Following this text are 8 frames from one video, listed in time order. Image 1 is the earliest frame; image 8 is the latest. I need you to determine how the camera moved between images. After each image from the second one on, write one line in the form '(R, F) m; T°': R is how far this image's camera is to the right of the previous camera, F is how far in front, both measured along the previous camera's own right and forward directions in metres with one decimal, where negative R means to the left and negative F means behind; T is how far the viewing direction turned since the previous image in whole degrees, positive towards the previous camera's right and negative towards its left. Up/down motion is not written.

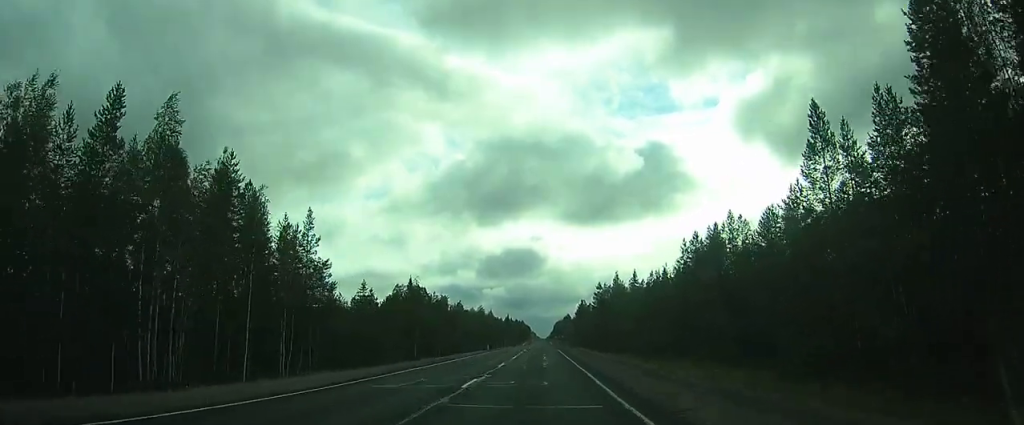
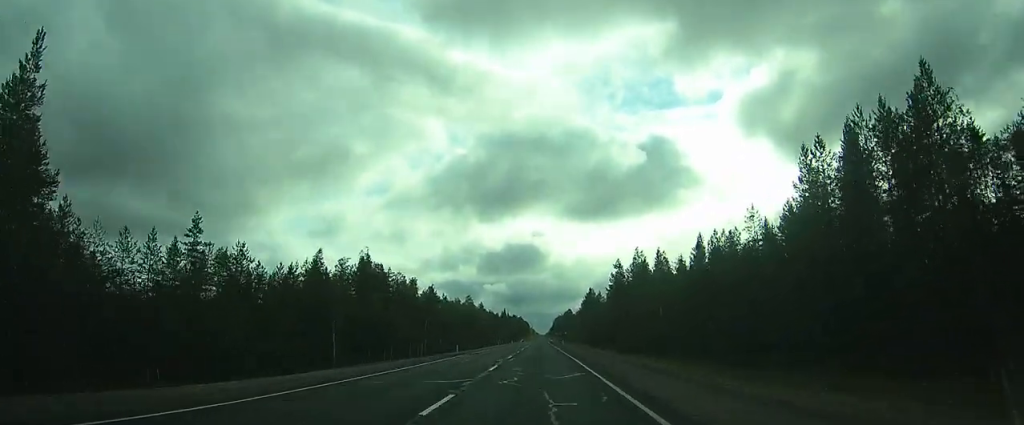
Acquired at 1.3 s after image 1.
(0.0, +28.5) m; 0°
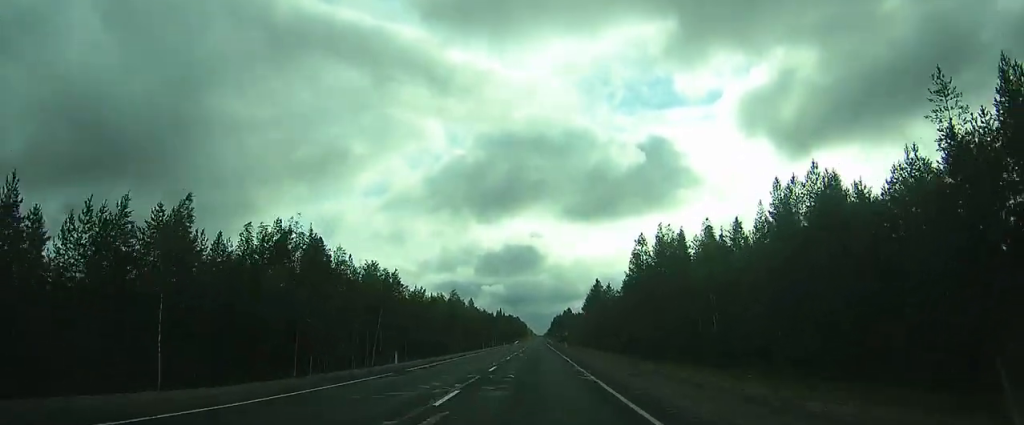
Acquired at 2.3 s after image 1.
(0.0, +21.2) m; 0°
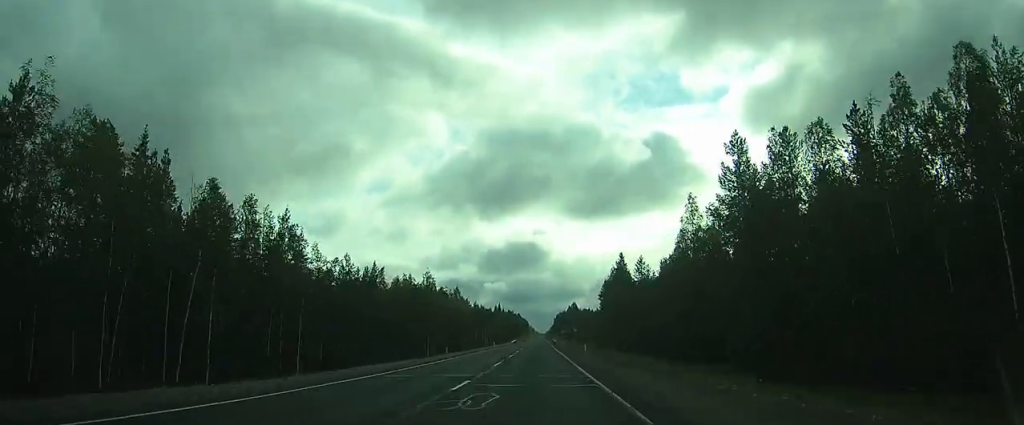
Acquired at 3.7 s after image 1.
(0.0, +31.5) m; 0°
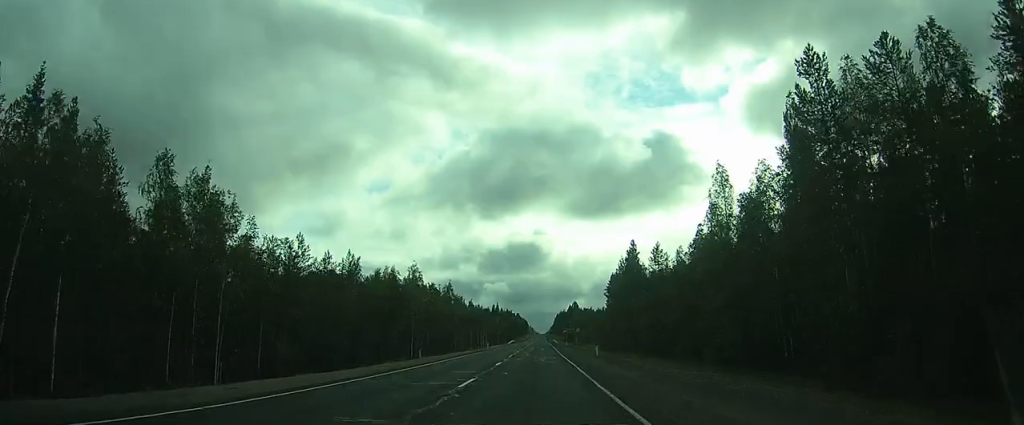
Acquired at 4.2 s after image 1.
(0.0, +10.3) m; 0°
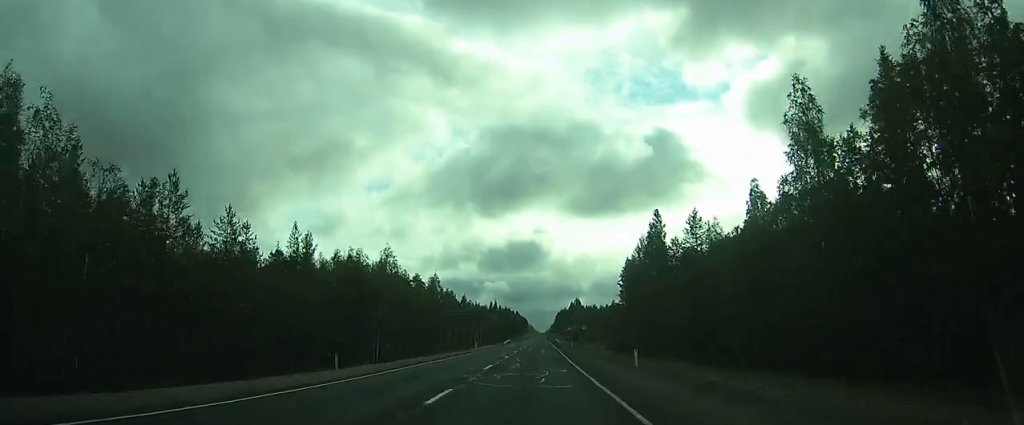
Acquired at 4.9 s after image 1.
(0.0, +15.5) m; 0°
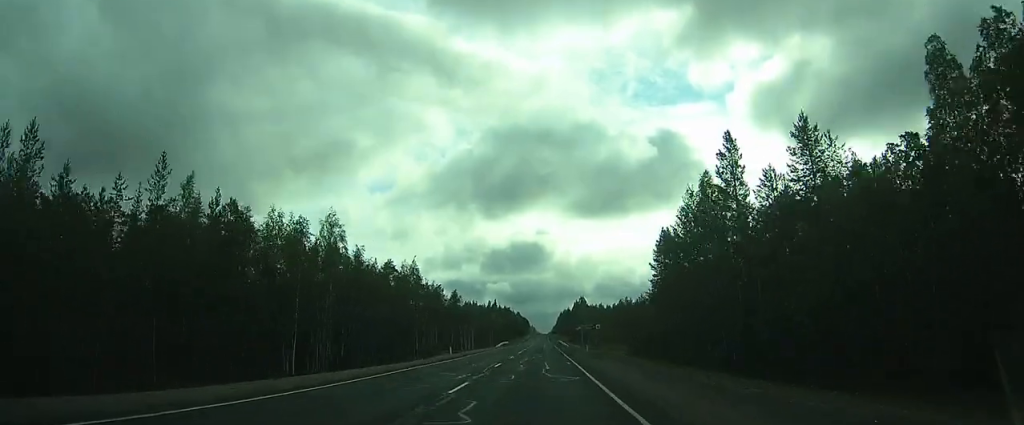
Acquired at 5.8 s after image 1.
(0.0, +20.6) m; 0°
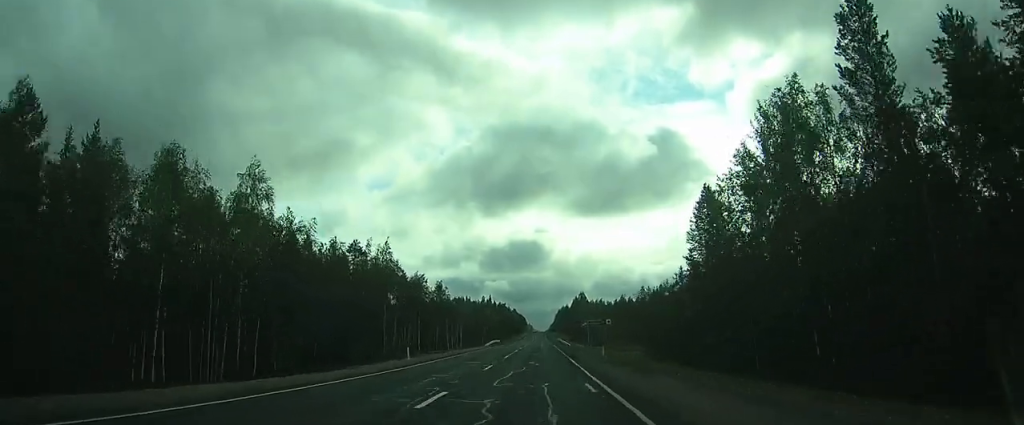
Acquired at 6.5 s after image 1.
(0.0, +14.8) m; 0°
